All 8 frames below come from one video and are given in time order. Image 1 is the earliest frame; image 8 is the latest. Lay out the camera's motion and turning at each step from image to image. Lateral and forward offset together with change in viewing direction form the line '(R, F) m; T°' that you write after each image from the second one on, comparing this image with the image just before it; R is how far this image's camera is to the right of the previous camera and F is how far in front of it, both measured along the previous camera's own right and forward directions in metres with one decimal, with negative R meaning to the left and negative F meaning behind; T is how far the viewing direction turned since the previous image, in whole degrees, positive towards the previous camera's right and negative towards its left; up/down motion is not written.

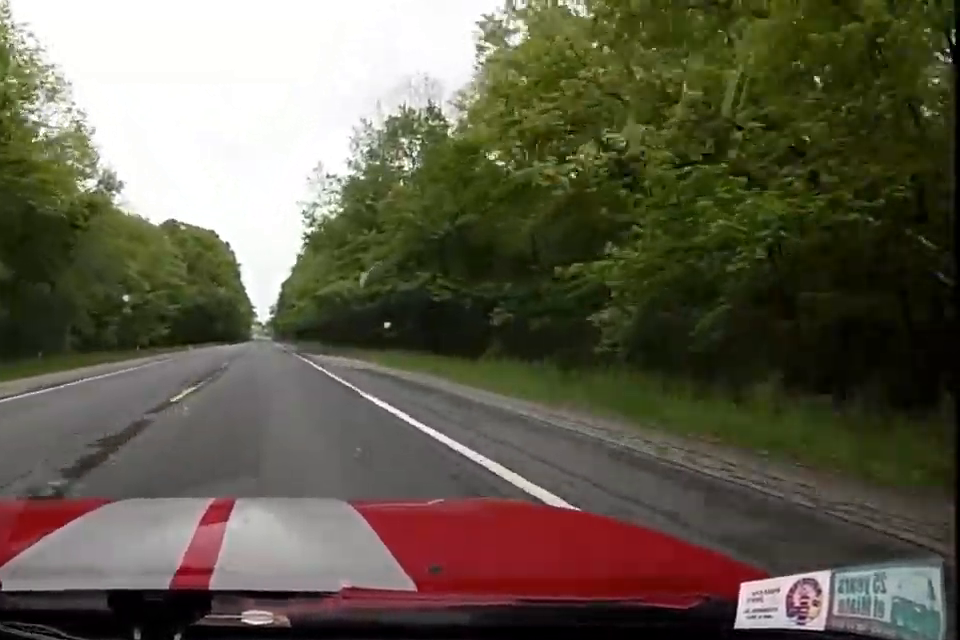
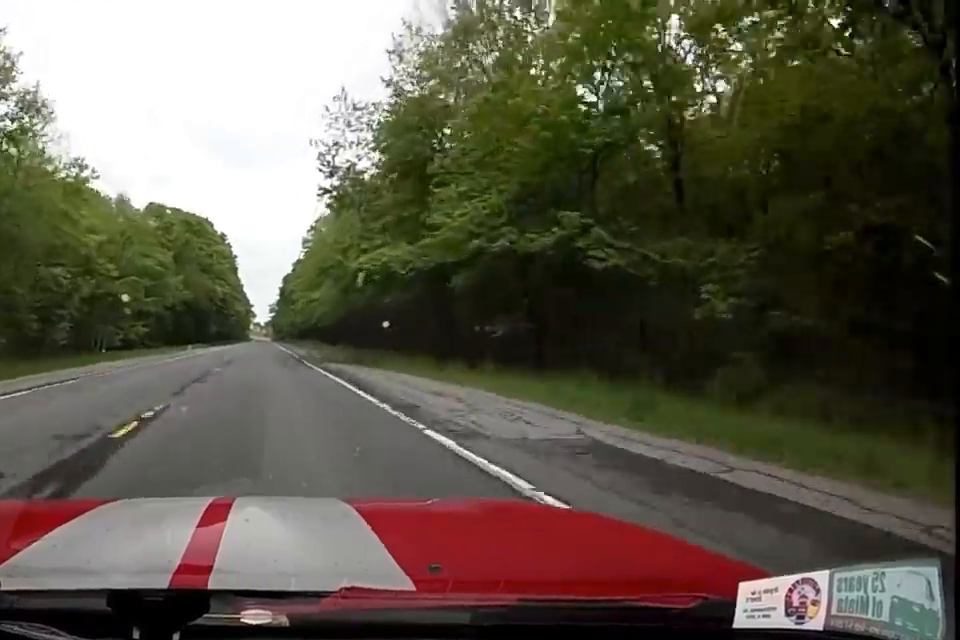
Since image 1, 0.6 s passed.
(+0.1, +15.8) m; +1°
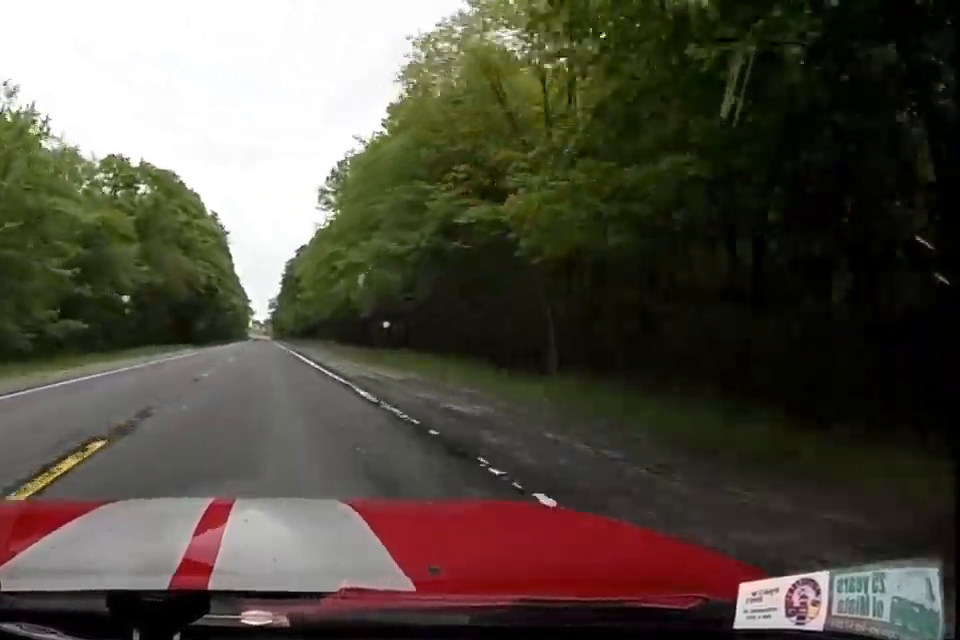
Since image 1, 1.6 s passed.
(+0.4, +27.2) m; 0°
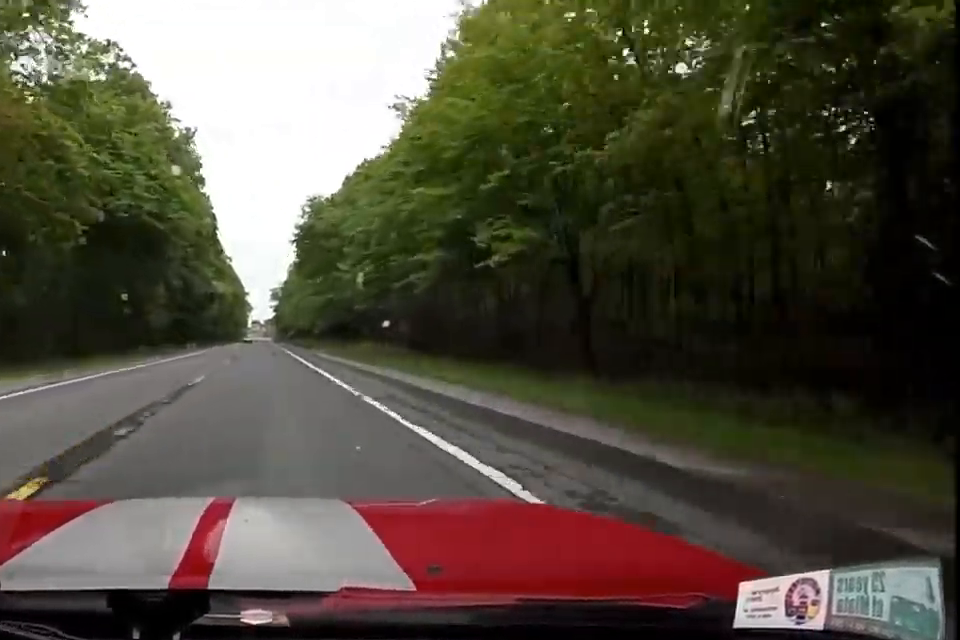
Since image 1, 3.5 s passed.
(-0.5, +49.7) m; -1°
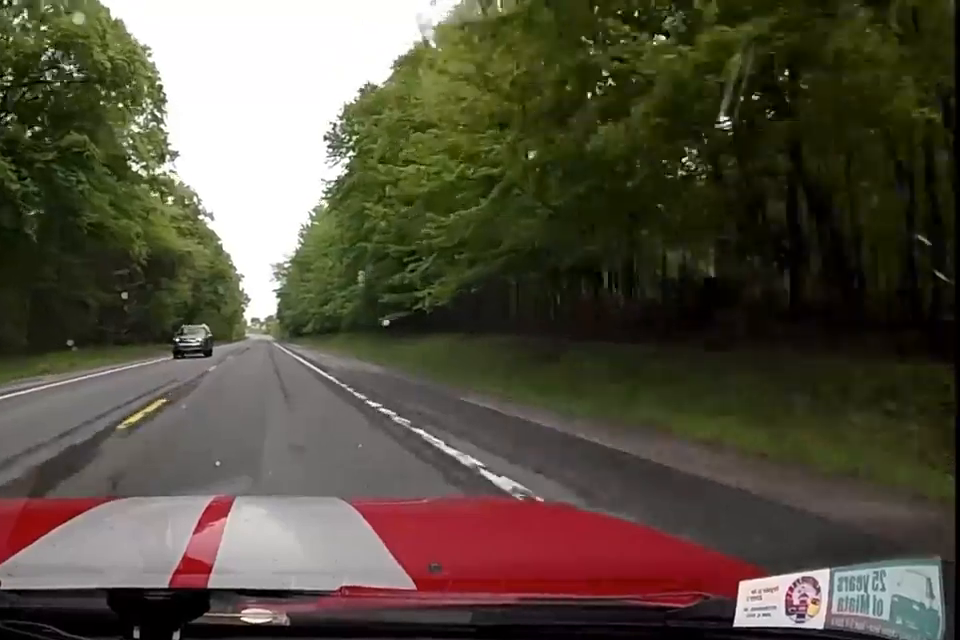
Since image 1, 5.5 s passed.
(-0.2, +53.7) m; 0°
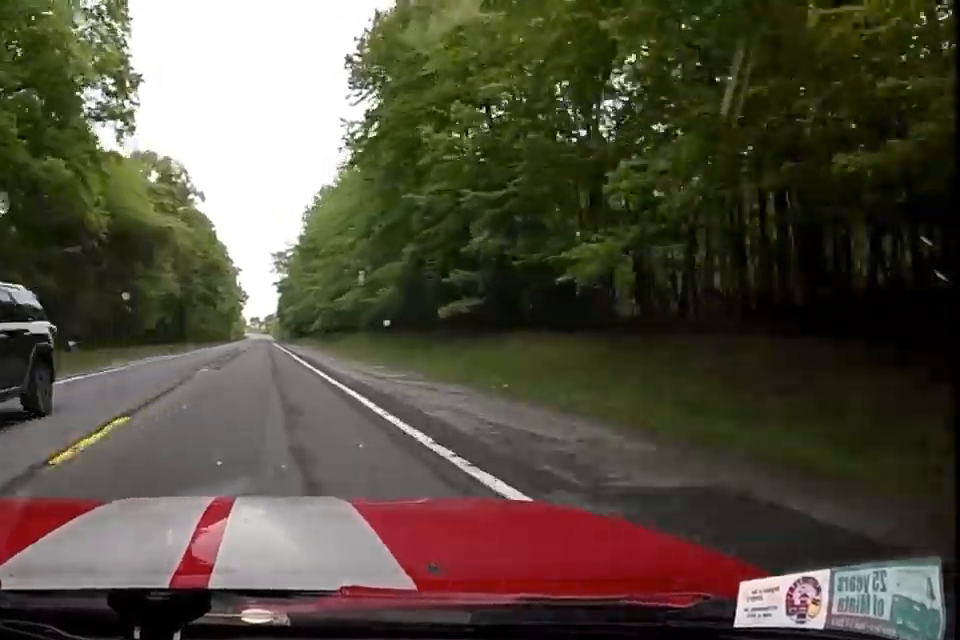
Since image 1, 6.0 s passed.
(0.0, +14.4) m; 0°
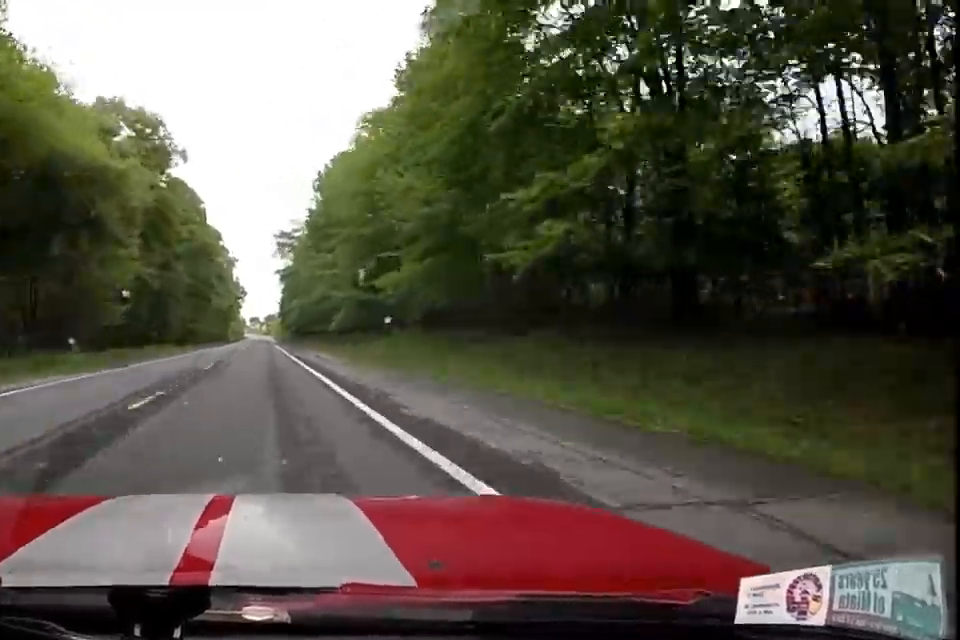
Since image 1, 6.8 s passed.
(0.0, +19.8) m; 0°
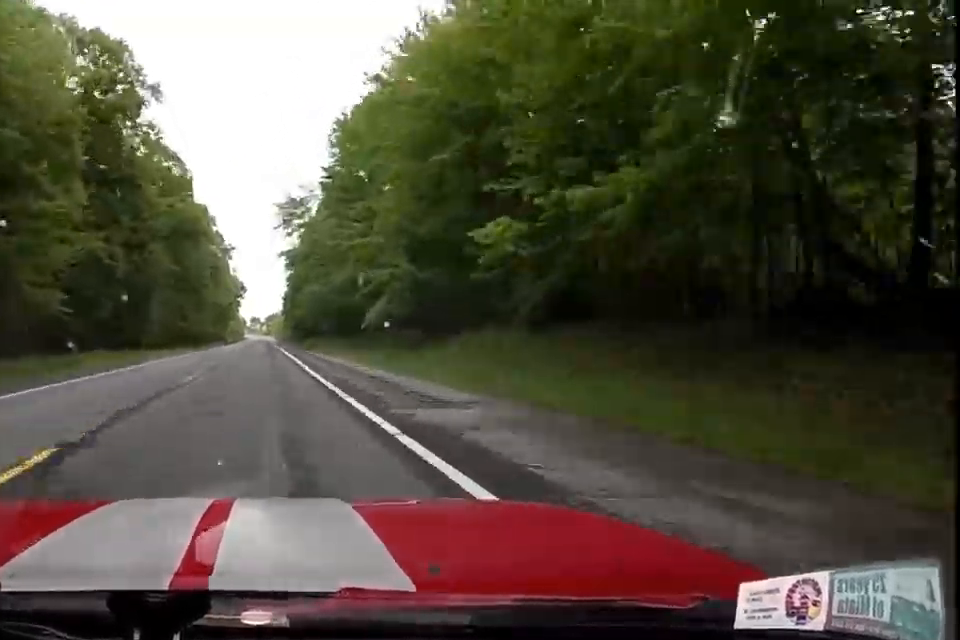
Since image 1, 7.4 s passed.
(0.0, +18.0) m; 0°
